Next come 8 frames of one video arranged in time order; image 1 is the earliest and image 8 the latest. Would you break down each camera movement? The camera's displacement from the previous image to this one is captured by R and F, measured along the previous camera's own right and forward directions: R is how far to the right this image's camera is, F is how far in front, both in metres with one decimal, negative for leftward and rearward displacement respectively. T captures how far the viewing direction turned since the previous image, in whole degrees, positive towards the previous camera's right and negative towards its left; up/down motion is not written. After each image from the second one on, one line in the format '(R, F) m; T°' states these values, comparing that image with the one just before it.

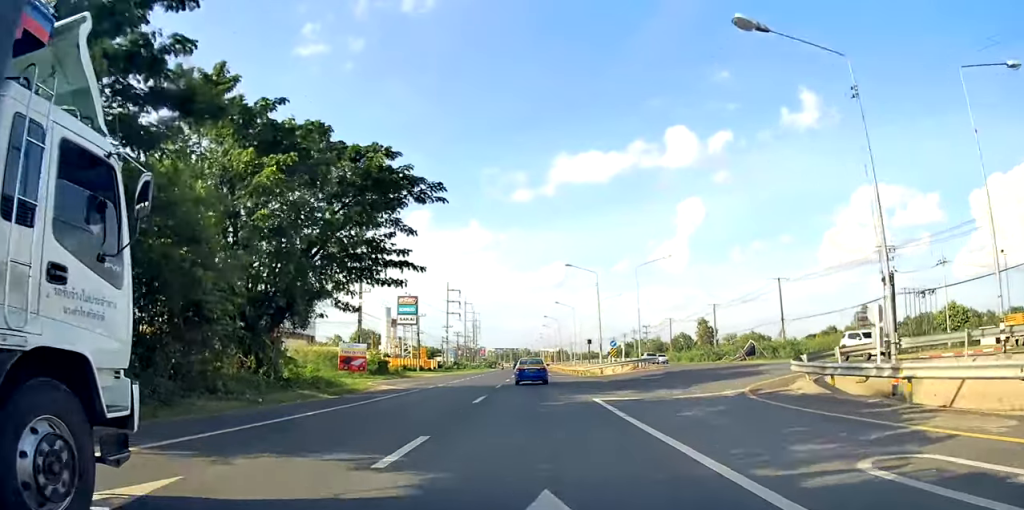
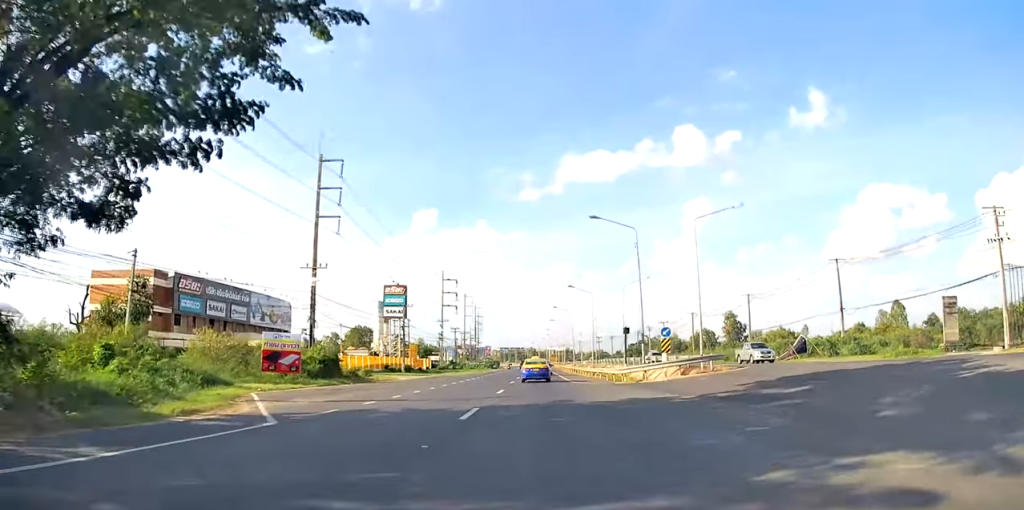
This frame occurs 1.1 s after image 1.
(+0.8, +17.9) m; +2°
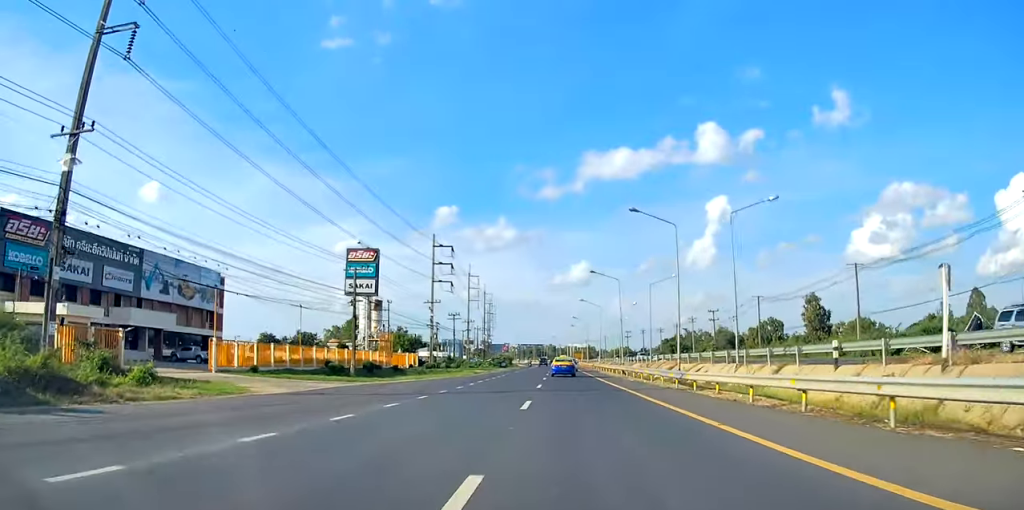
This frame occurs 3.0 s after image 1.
(-1.3, +33.2) m; -4°
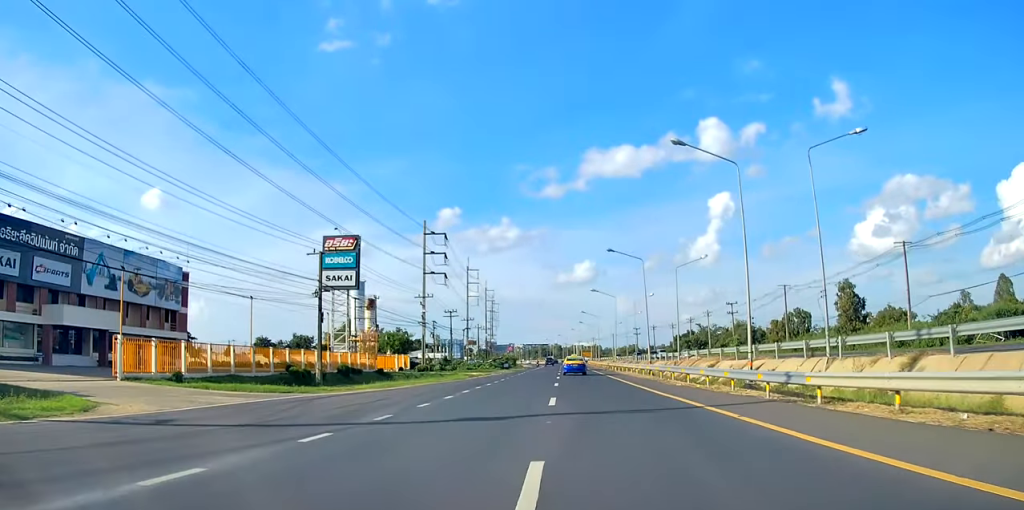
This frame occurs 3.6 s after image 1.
(0.0, +10.9) m; 0°
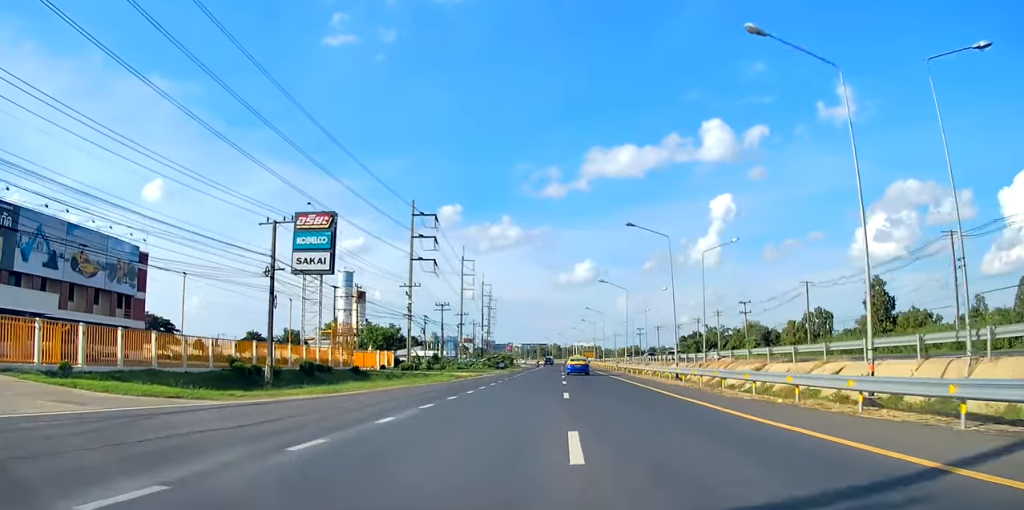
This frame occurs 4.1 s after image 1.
(0.0, +9.5) m; 0°
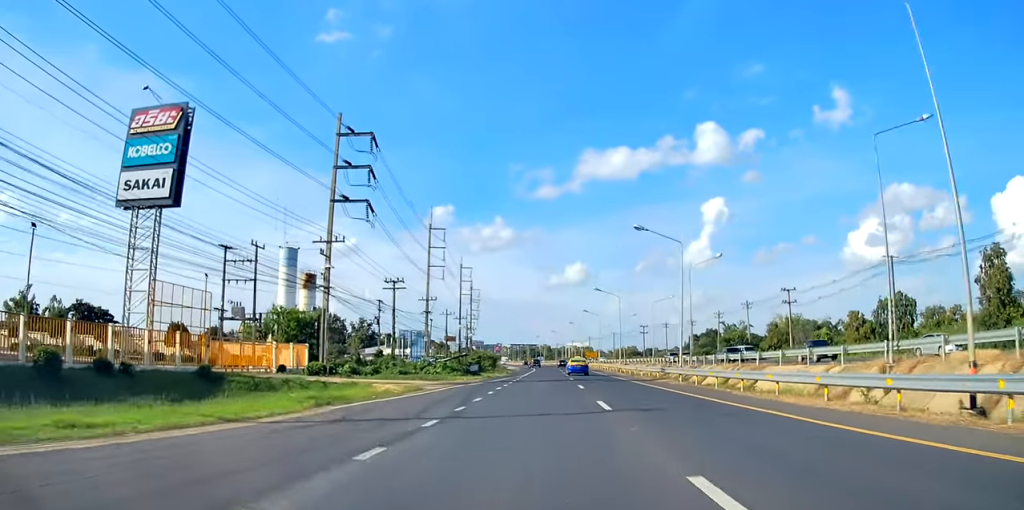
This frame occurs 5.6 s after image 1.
(-0.1, +27.4) m; +1°
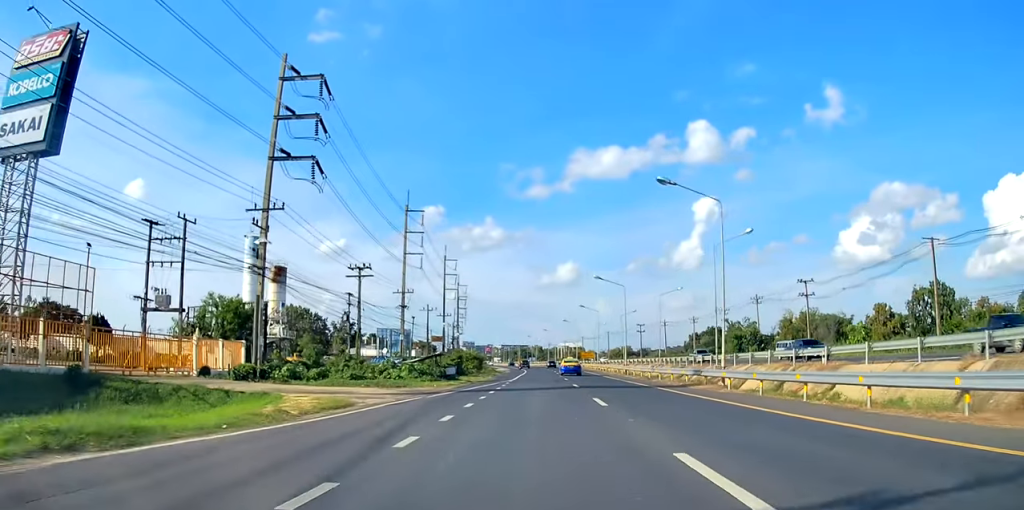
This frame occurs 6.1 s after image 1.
(+0.1, +10.4) m; 0°
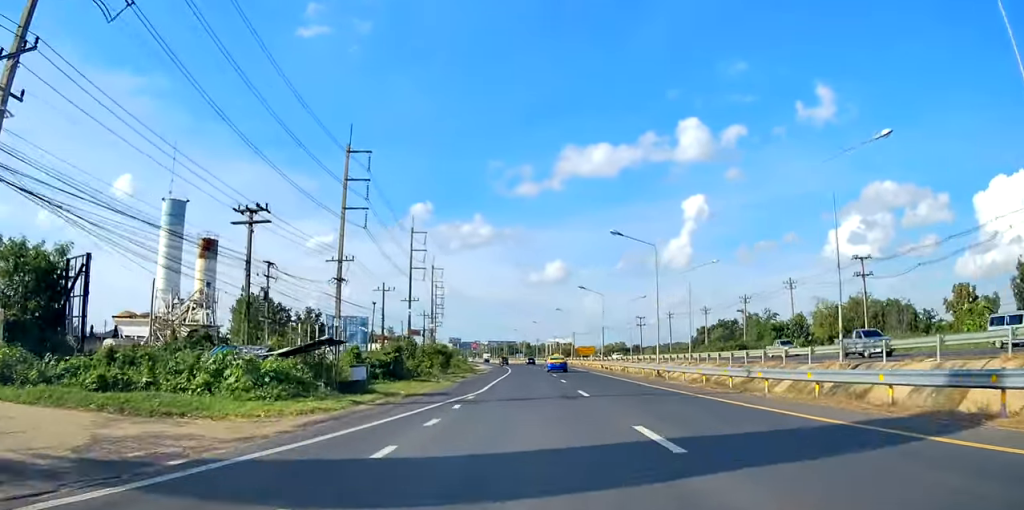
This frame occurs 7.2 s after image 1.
(+0.1, +20.9) m; +1°
